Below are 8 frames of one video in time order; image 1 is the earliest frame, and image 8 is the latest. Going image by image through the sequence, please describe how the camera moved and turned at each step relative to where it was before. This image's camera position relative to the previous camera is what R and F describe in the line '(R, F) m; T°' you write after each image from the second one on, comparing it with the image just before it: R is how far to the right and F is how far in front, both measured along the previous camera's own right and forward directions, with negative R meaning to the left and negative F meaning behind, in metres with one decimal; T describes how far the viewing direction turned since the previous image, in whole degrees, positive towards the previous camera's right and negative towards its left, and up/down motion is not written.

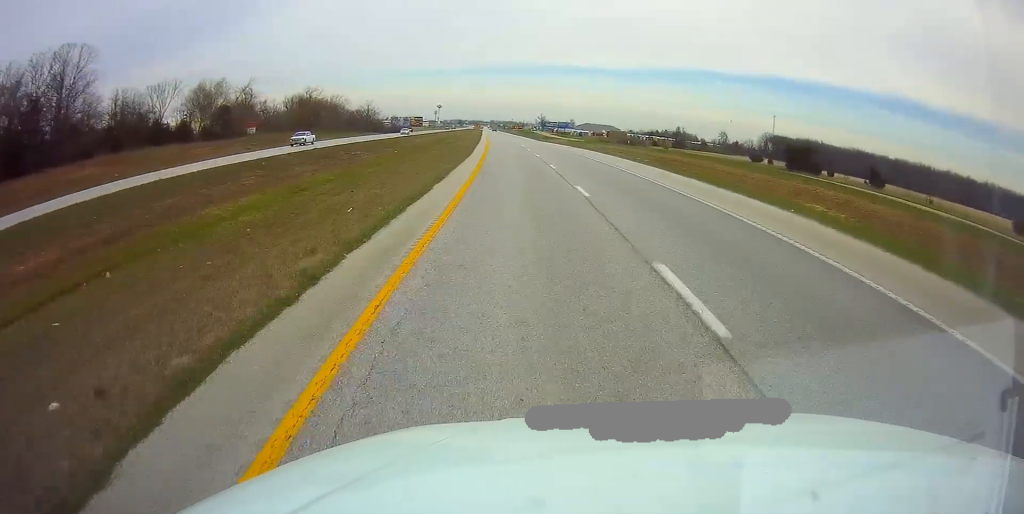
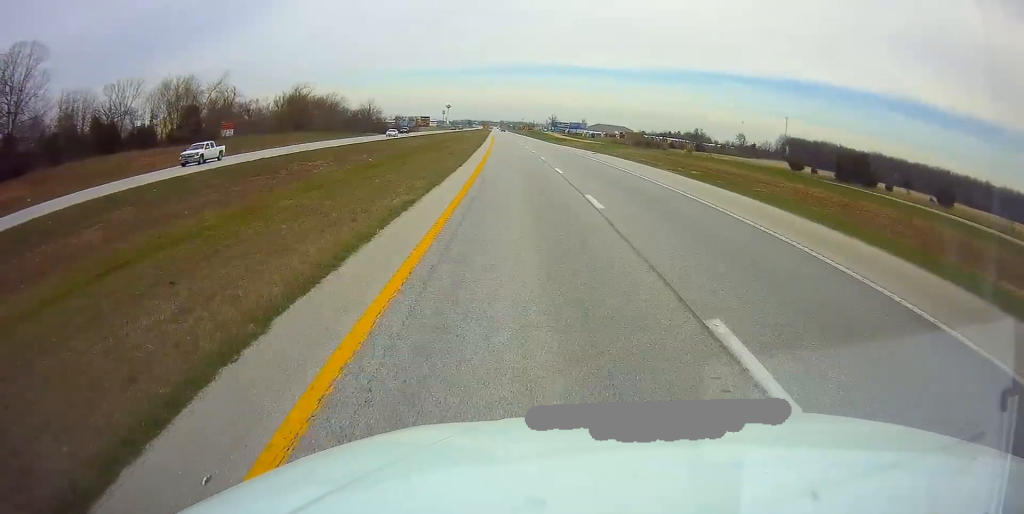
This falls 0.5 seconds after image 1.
(0.0, +14.7) m; -1°
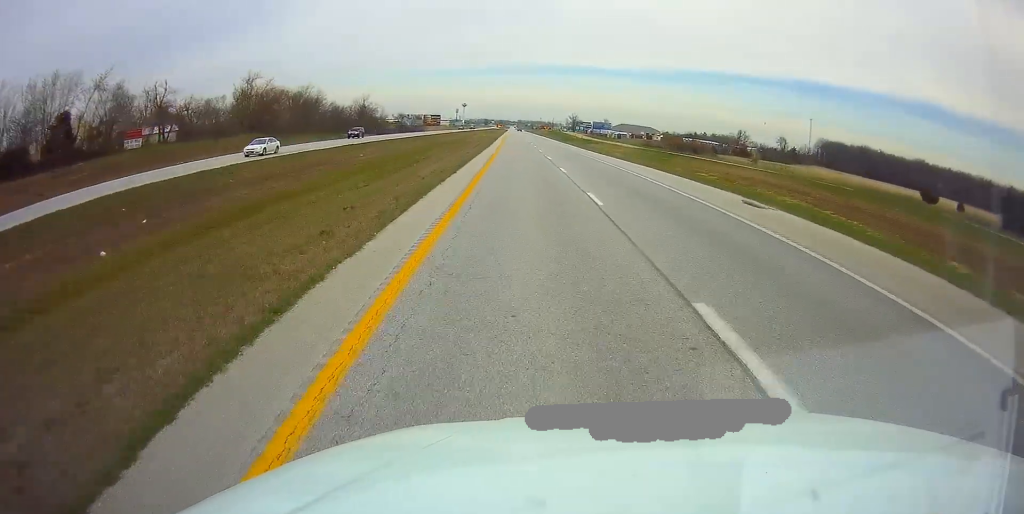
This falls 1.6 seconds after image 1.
(-0.6, +35.5) m; -2°
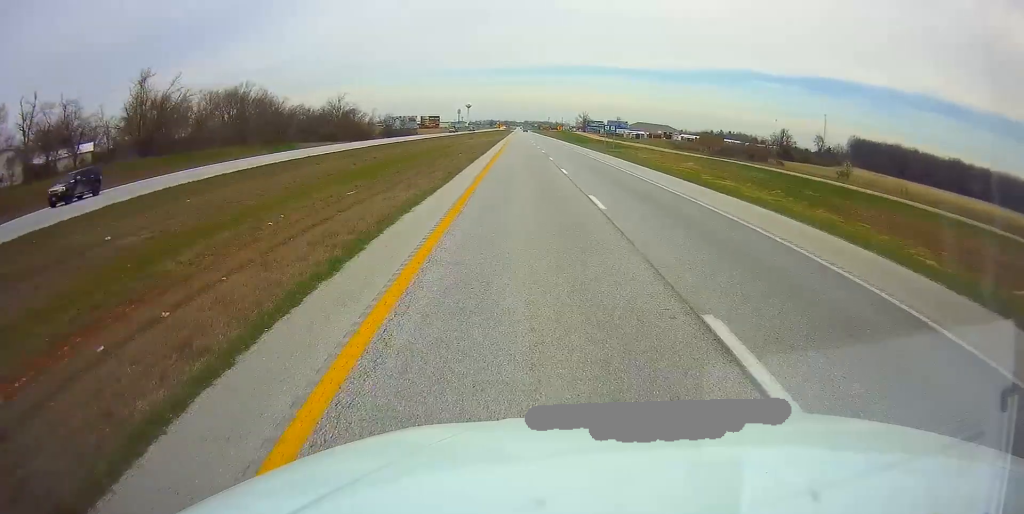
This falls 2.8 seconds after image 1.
(-0.2, +36.3) m; -1°
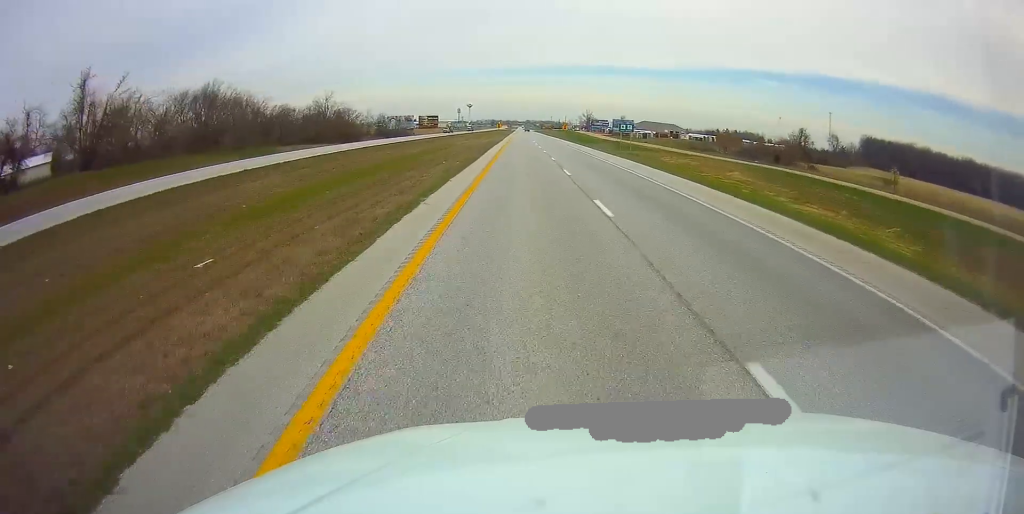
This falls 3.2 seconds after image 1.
(-0.1, +13.4) m; 0°
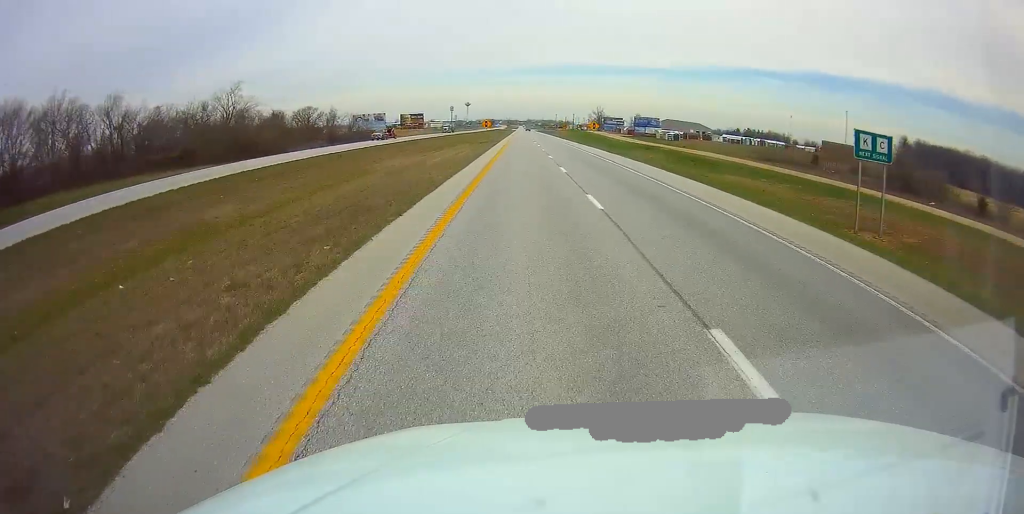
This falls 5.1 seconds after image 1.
(+0.2, +59.1) m; 0°
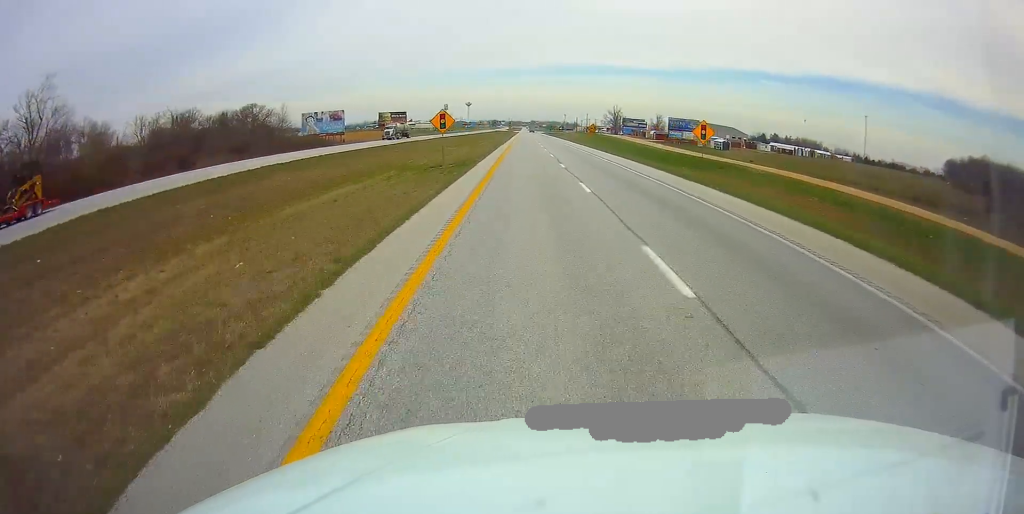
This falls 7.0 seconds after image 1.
(0.0, +55.1) m; +1°
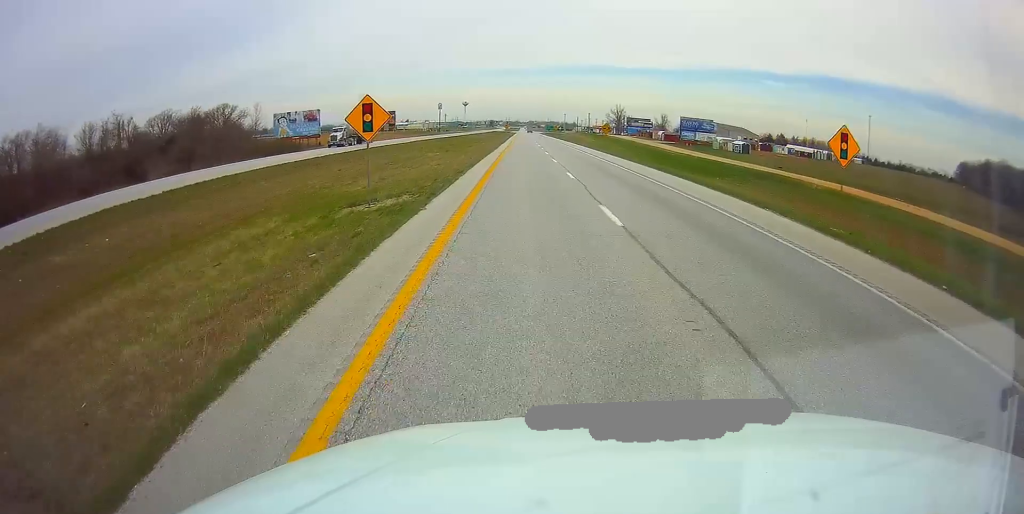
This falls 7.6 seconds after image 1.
(-0.2, +18.3) m; +1°
